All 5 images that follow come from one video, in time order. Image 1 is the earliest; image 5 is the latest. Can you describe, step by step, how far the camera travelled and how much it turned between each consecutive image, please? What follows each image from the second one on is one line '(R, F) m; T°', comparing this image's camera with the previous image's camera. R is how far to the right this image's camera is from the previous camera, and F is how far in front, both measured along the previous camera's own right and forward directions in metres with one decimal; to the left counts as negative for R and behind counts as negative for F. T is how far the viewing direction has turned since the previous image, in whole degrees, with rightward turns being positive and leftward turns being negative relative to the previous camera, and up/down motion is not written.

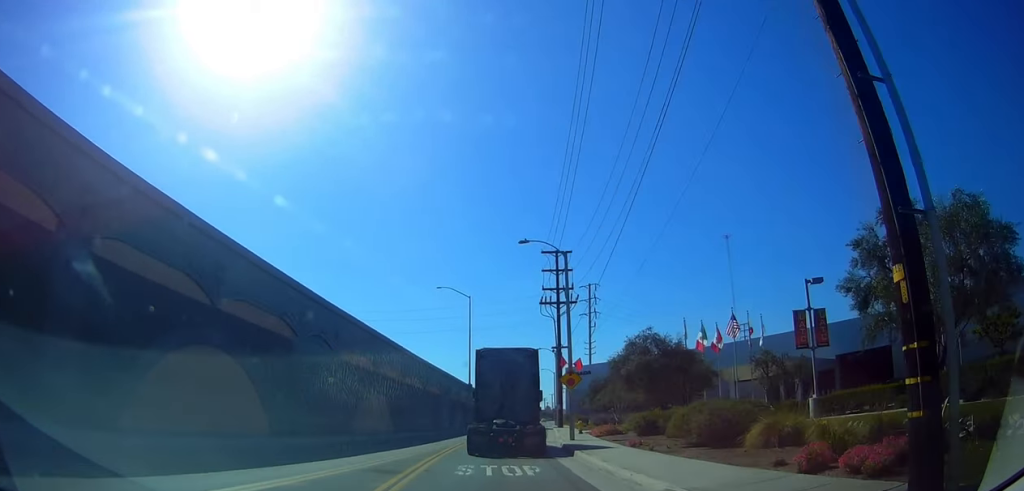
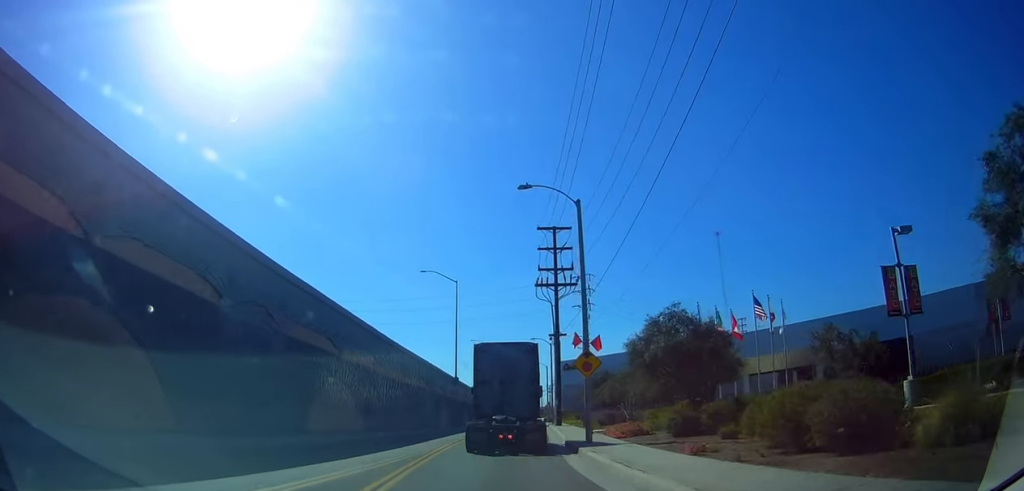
(+0.4, +6.7) m; 0°
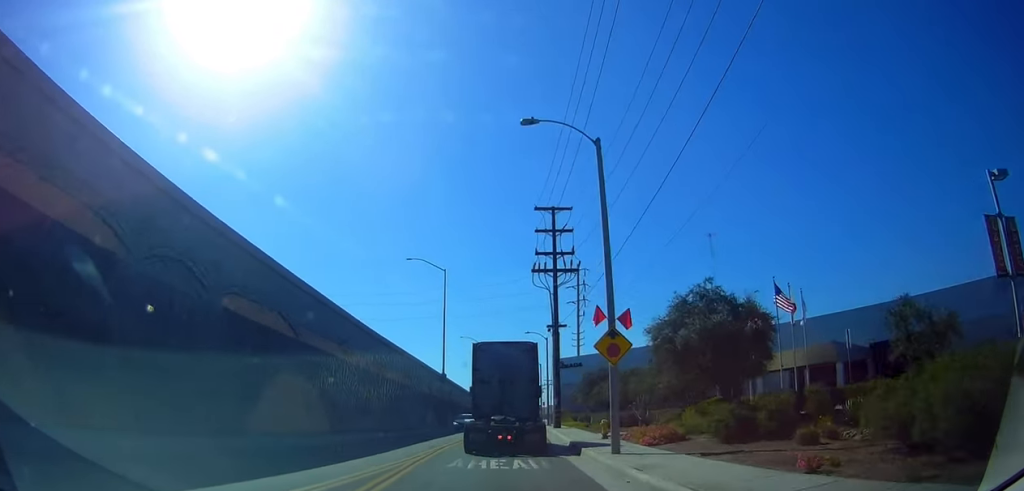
(+0.2, +5.5) m; 0°
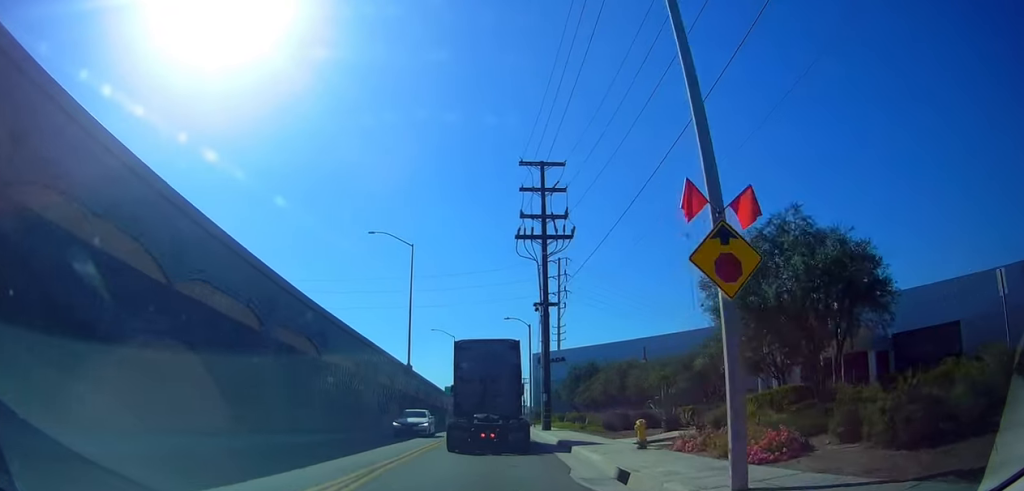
(-0.6, +9.2) m; -1°
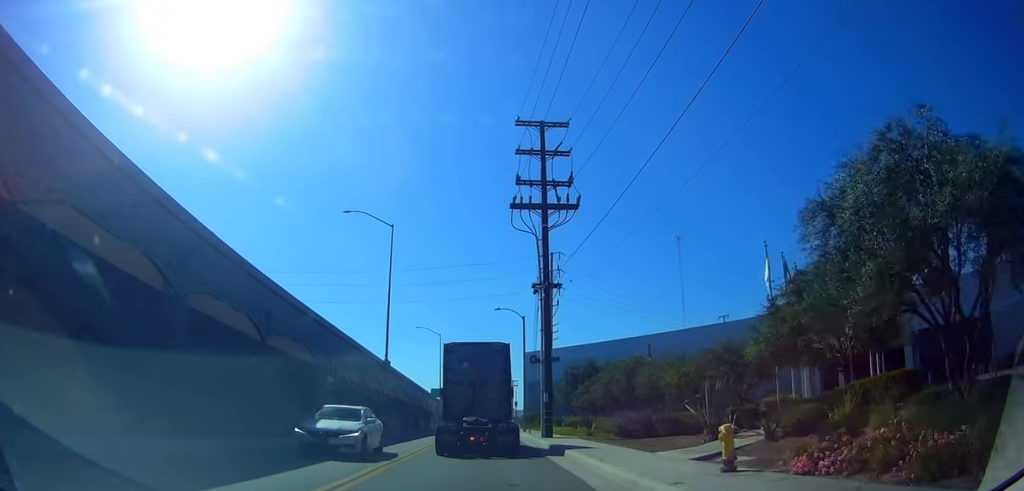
(+0.2, +6.3) m; +1°
